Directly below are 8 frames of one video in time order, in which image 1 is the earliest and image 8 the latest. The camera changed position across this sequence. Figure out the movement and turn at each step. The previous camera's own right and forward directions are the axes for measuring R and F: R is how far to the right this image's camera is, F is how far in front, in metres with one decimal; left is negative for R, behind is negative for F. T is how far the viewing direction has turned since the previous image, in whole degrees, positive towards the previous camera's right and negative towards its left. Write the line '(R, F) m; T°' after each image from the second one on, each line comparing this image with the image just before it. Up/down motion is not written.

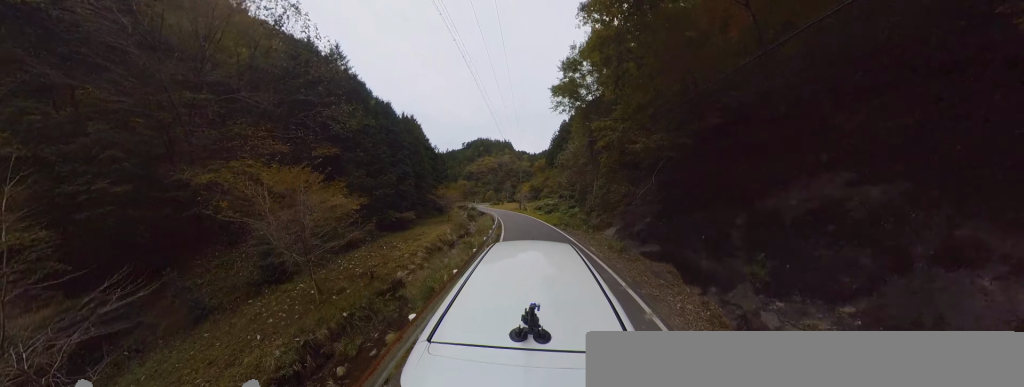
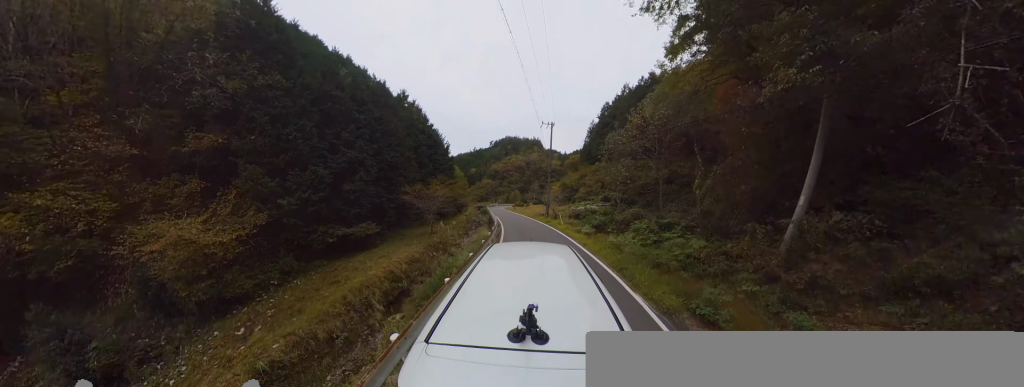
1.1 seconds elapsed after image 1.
(-1.3, +12.2) m; -10°
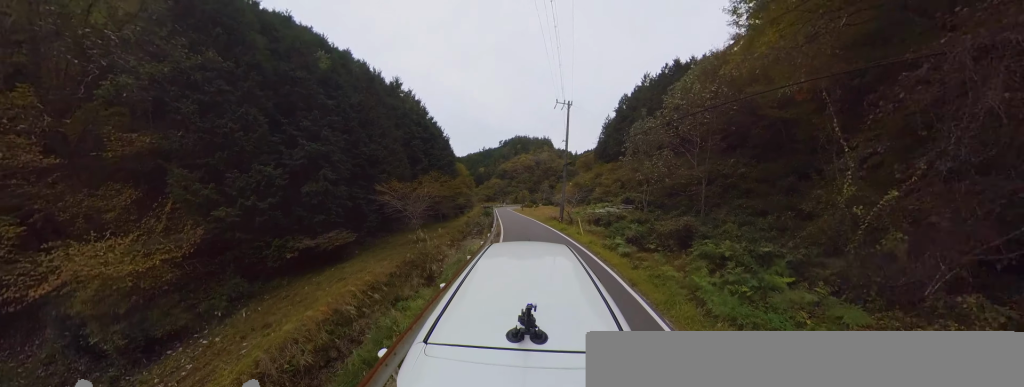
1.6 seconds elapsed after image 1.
(+0.3, +4.6) m; -4°
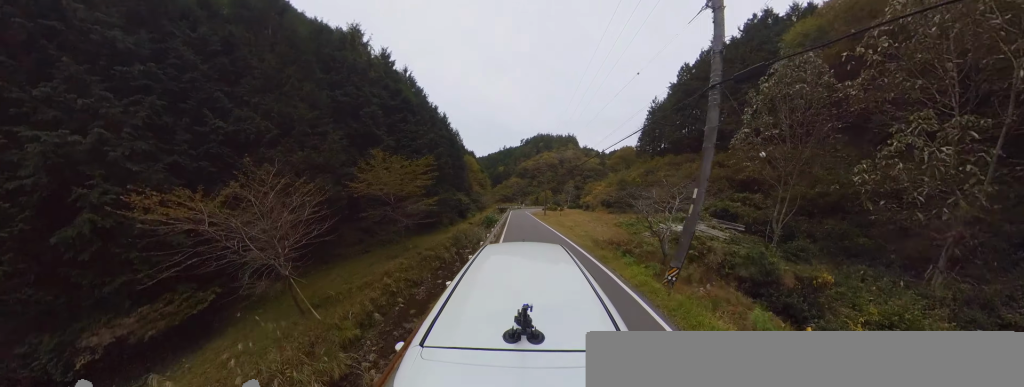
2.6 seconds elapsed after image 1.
(-1.6, +11.2) m; -9°
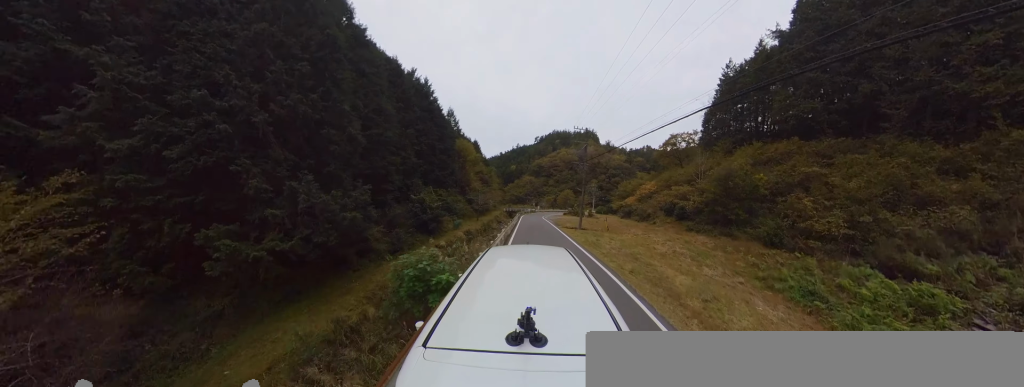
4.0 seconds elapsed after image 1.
(0.0, +14.6) m; 0°
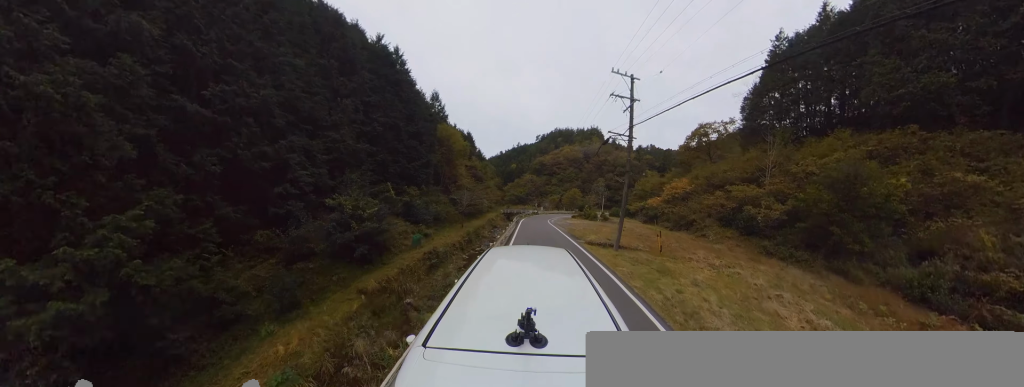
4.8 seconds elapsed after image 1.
(0.0, +7.8) m; 0°
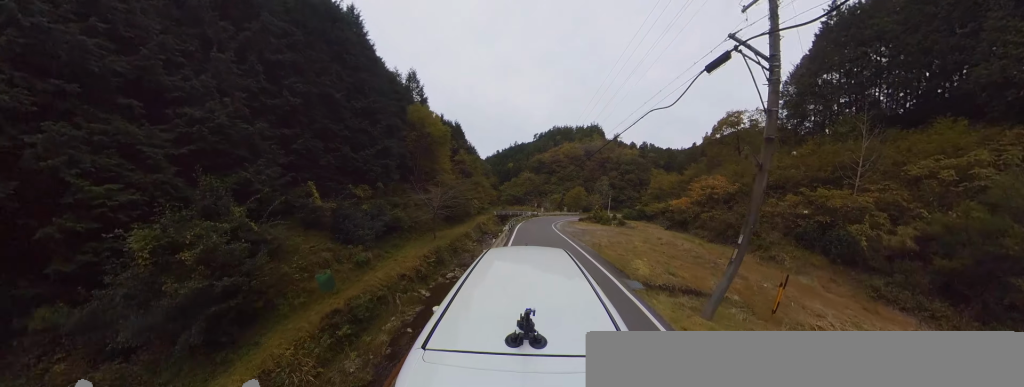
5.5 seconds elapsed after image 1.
(0.0, +6.6) m; -1°
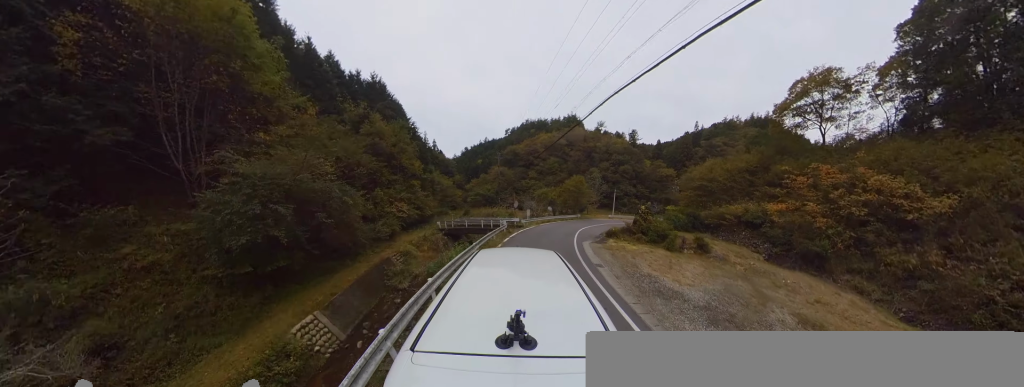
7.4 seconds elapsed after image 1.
(+1.8, +17.1) m; +23°
